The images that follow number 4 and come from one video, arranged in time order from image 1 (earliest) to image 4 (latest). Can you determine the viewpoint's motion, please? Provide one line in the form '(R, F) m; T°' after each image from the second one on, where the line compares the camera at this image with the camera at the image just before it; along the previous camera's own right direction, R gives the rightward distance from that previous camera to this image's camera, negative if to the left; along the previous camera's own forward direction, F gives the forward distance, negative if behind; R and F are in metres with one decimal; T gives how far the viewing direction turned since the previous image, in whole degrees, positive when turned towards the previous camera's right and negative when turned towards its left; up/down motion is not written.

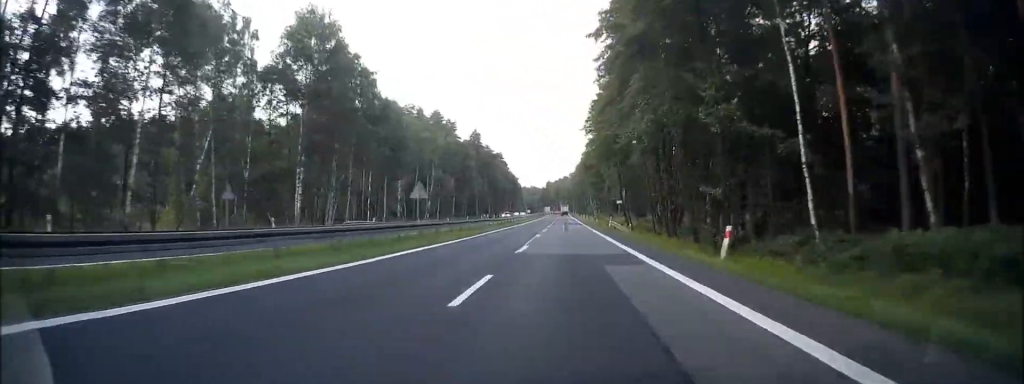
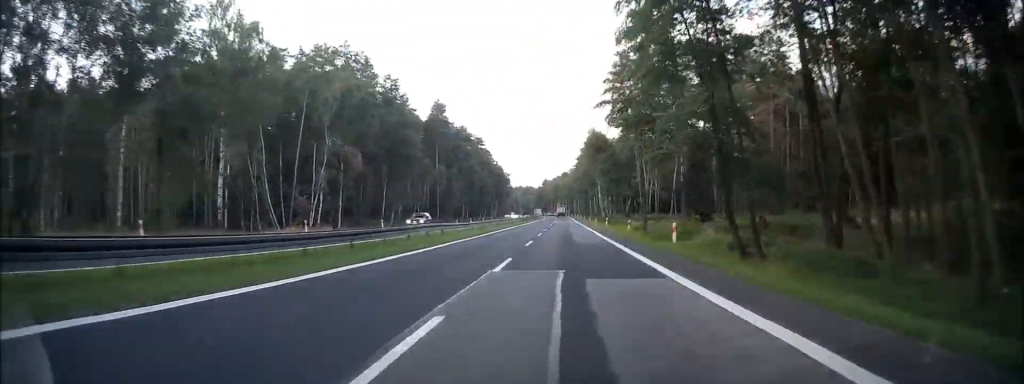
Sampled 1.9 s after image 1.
(+0.7, +54.0) m; +1°
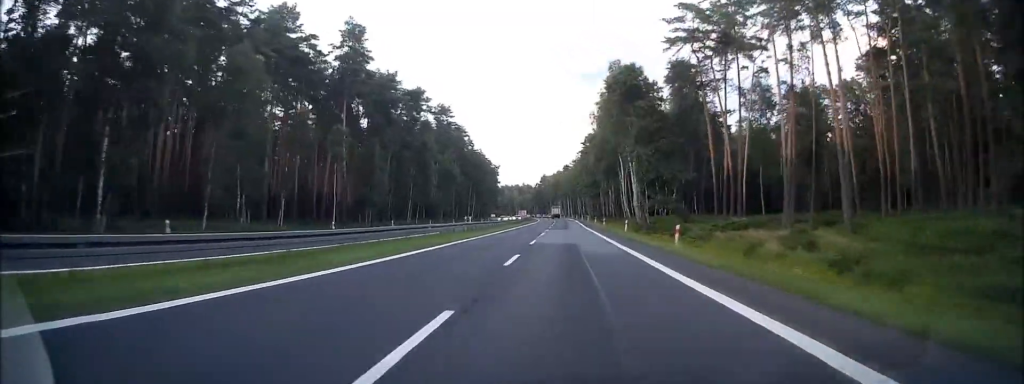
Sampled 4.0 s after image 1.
(-0.1, +57.5) m; 0°
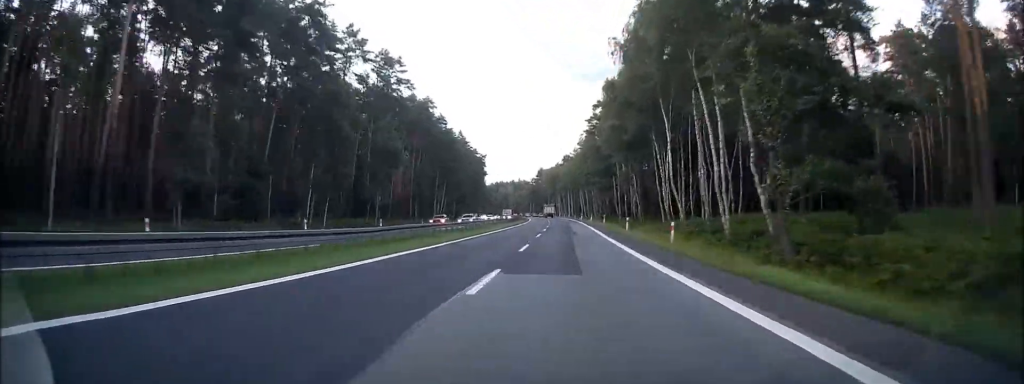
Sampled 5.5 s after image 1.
(-0.2, +41.8) m; 0°
